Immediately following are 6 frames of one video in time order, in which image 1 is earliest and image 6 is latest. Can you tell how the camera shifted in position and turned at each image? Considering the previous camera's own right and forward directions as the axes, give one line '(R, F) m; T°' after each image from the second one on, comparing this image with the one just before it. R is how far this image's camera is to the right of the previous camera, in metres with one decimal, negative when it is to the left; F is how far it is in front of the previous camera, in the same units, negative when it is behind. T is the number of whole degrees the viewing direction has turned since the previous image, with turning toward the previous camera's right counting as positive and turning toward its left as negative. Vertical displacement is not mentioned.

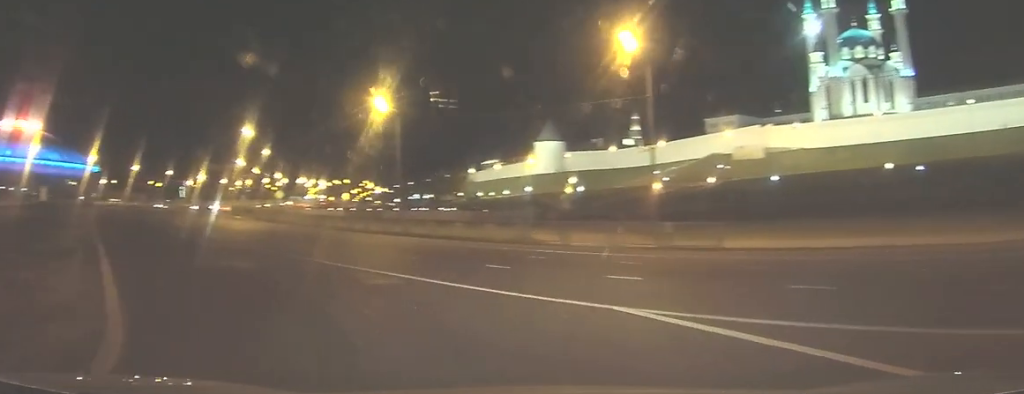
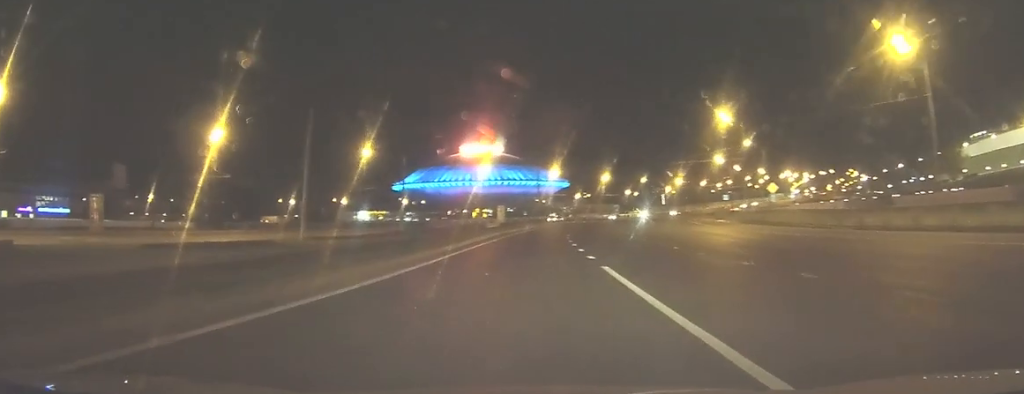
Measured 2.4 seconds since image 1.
(-5.1, +20.1) m; -24°
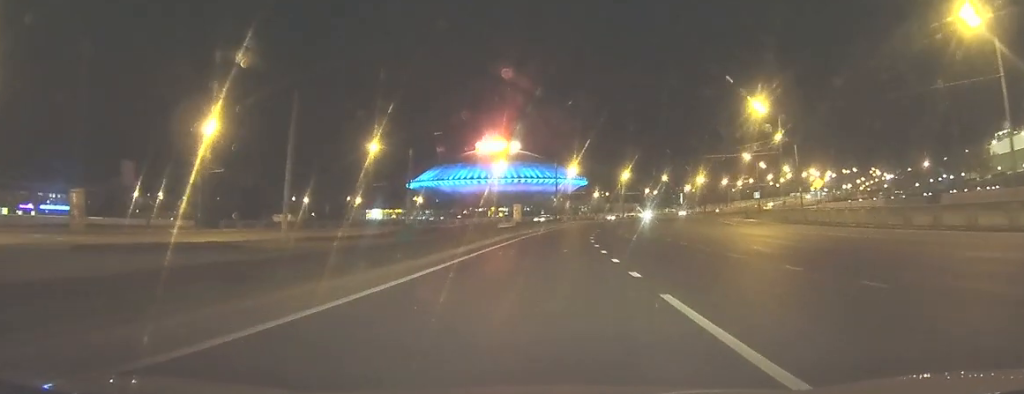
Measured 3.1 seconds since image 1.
(-0.3, +7.0) m; -1°
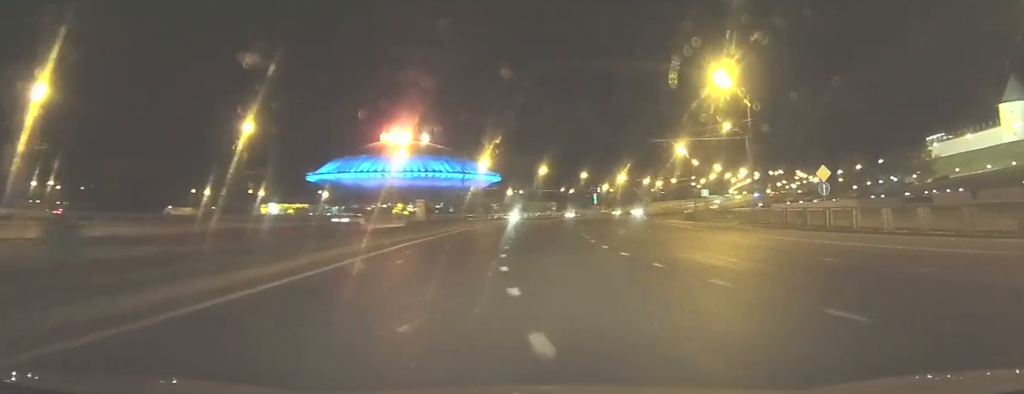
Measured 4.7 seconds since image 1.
(+0.2, +16.5) m; +4°
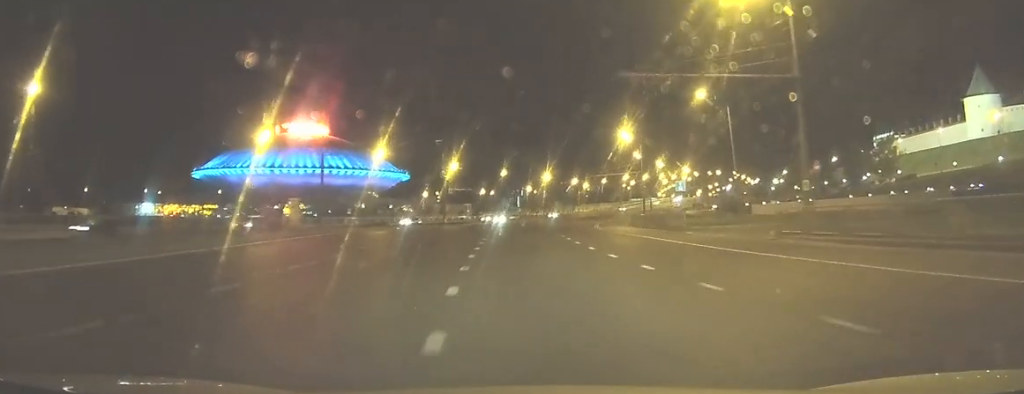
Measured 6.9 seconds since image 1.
(+1.1, +26.4) m; +4°
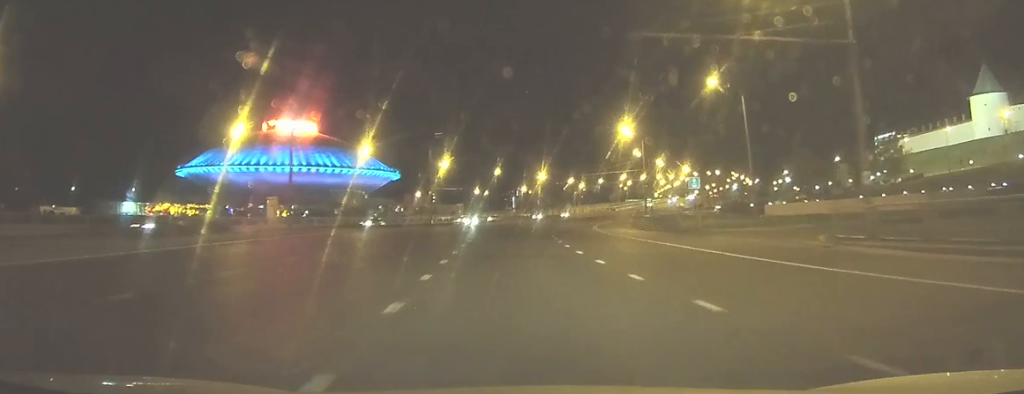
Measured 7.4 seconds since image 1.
(0.0, +6.2) m; +1°
